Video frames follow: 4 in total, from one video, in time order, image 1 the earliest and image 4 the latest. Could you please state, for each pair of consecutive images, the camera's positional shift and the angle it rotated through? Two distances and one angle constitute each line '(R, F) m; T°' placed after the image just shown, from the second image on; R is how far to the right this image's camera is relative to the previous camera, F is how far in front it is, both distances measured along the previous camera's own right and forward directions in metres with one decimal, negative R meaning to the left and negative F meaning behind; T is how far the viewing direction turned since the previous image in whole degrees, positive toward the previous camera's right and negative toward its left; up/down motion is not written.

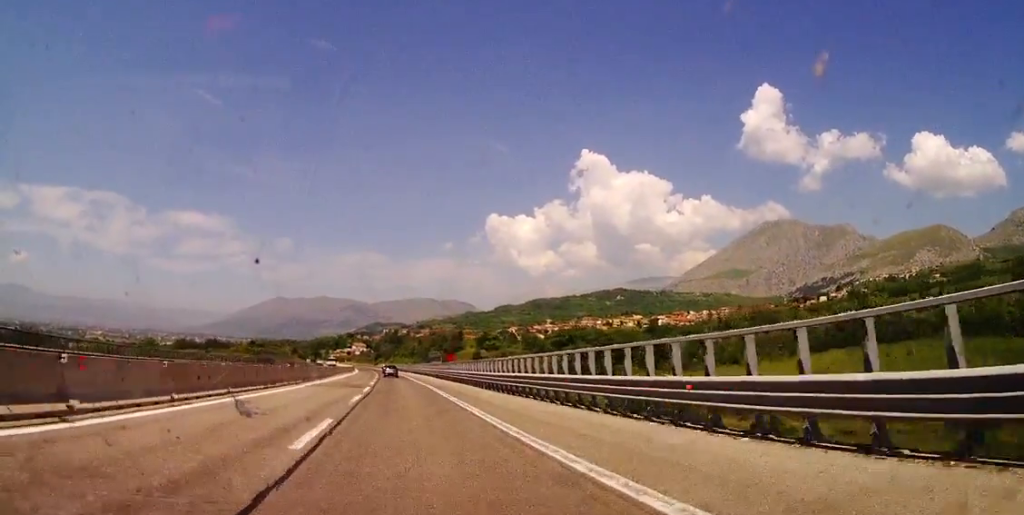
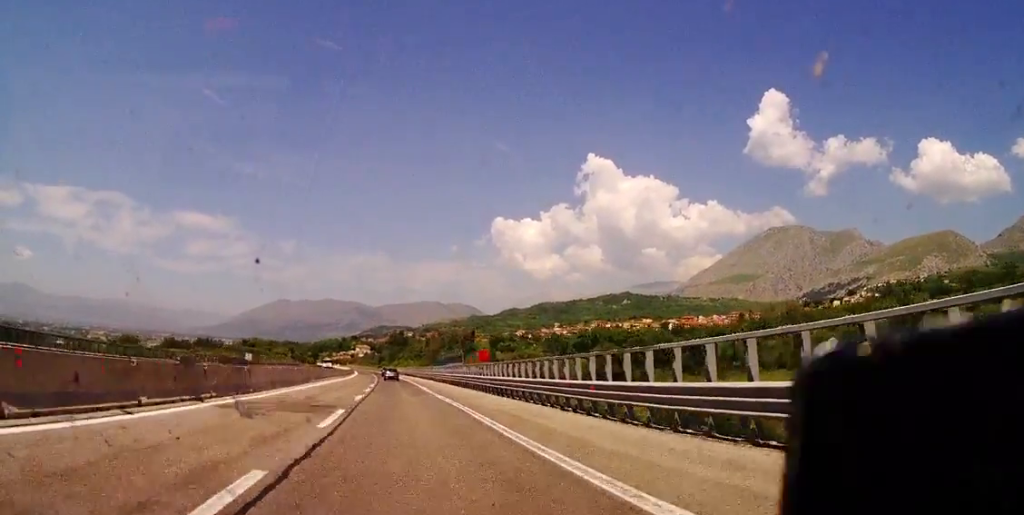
(-0.2, +21.0) m; 0°
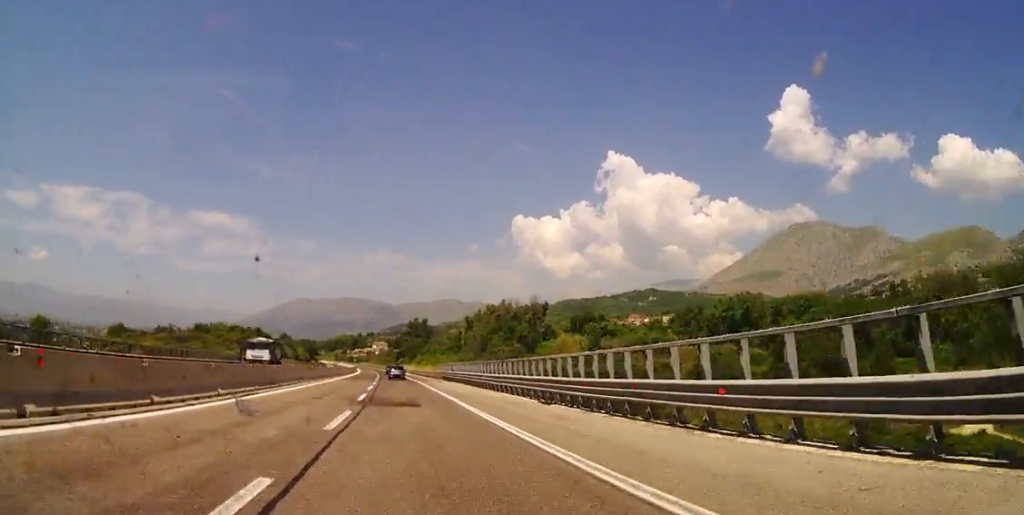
(-0.8, +74.1) m; -2°
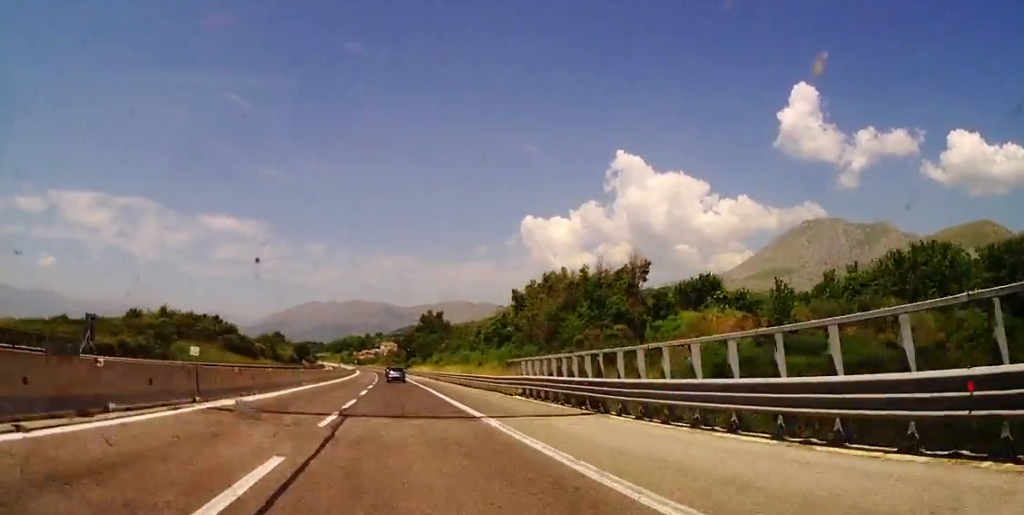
(-0.4, +45.6) m; -1°
